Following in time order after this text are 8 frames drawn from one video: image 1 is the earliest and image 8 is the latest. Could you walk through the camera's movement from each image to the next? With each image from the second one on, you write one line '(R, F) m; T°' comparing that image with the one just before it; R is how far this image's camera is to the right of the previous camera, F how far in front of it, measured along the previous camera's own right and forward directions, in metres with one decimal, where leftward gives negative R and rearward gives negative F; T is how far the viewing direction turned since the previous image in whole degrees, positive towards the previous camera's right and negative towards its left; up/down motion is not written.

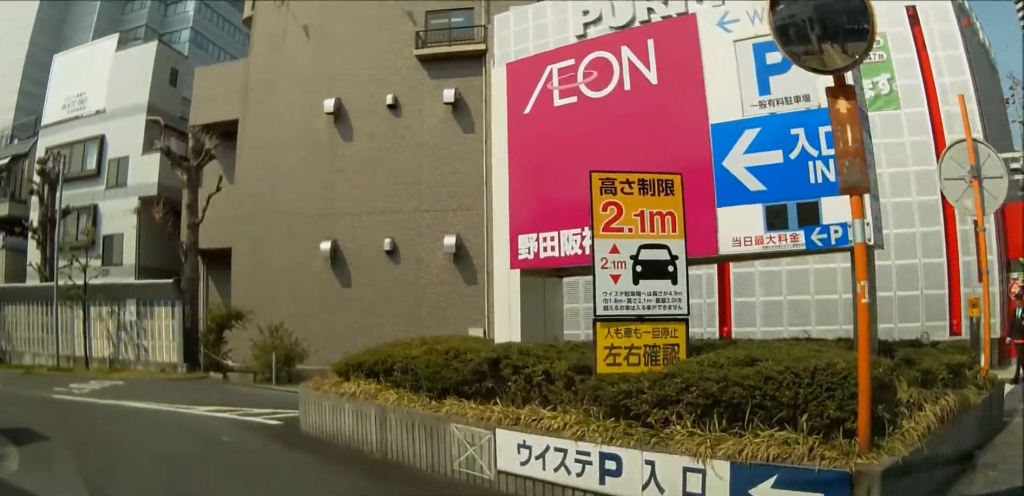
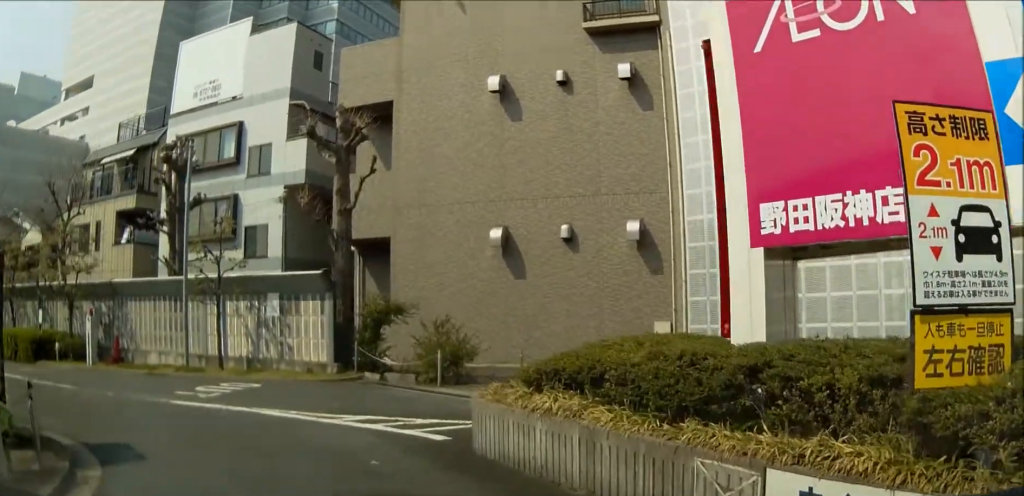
(0.0, +1.8) m; -7°
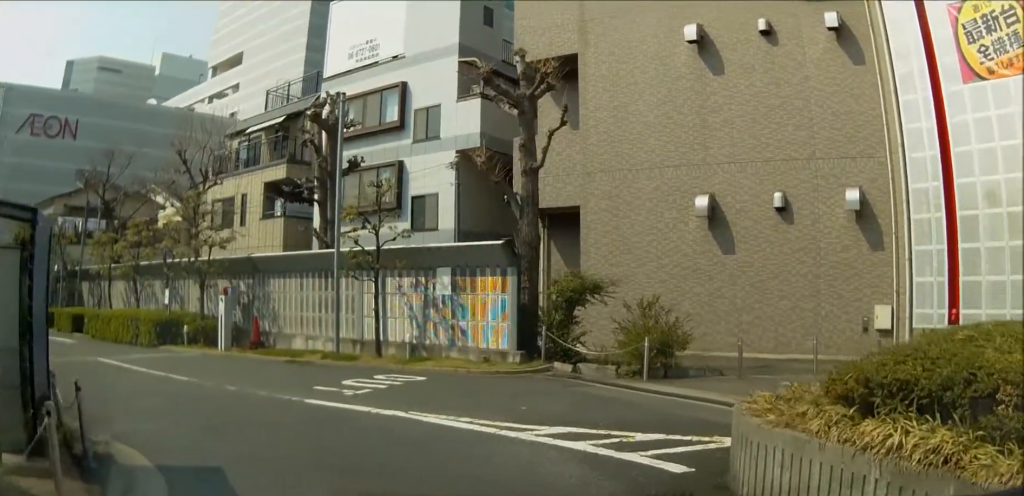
(-0.4, +2.5) m; -11°
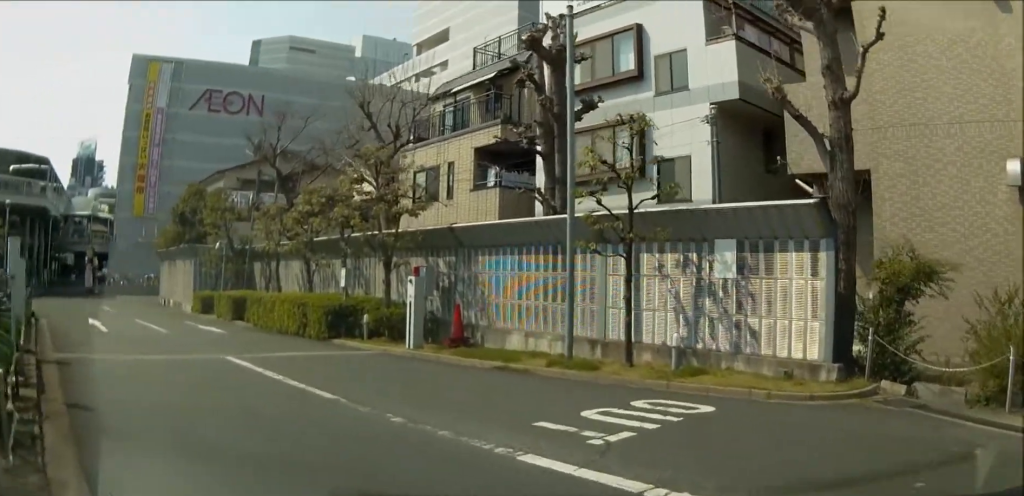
(-0.3, +4.4) m; -15°
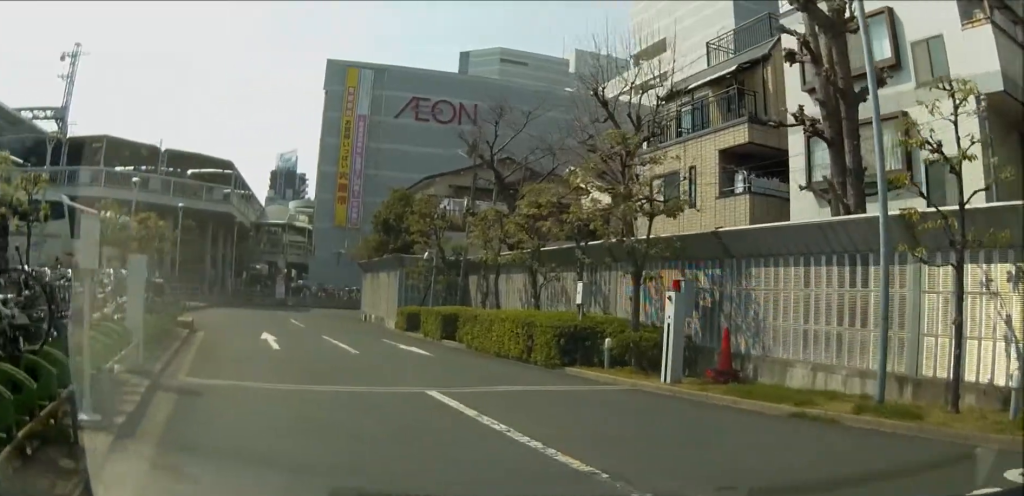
(-0.5, +3.0) m; -11°
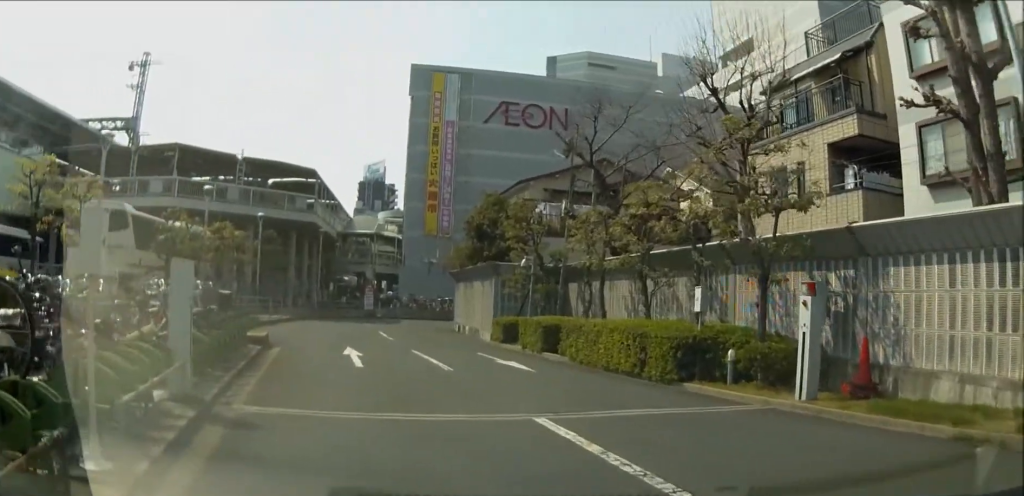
(0.0, +1.6) m; -1°
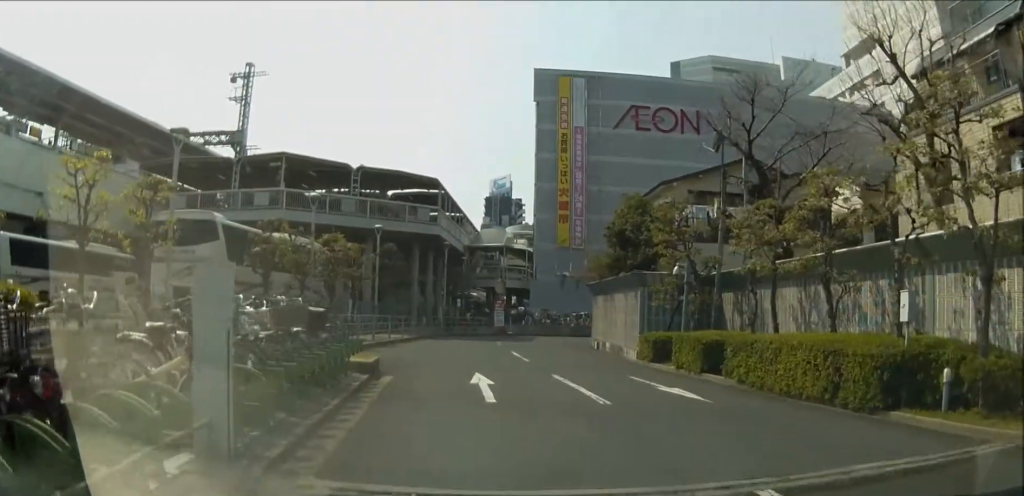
(0.0, +2.8) m; -5°
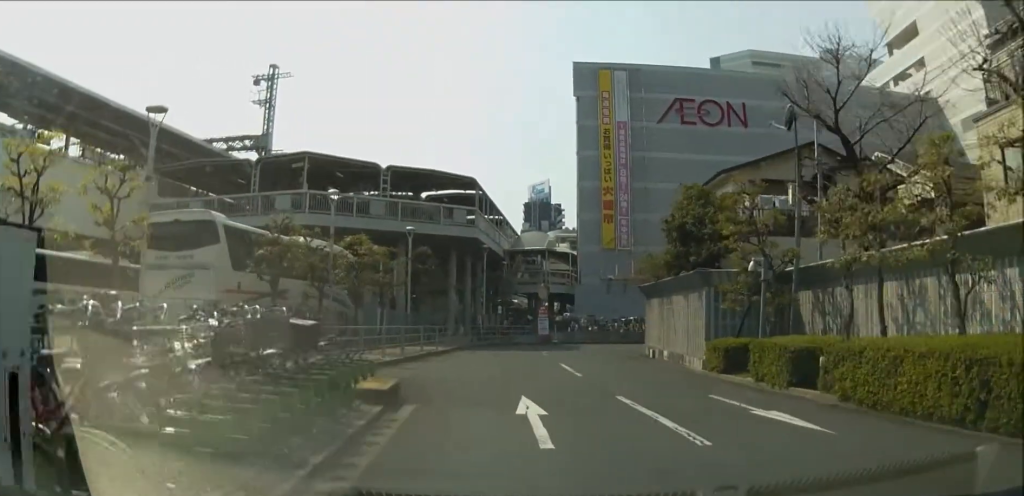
(0.0, +2.9) m; -5°
